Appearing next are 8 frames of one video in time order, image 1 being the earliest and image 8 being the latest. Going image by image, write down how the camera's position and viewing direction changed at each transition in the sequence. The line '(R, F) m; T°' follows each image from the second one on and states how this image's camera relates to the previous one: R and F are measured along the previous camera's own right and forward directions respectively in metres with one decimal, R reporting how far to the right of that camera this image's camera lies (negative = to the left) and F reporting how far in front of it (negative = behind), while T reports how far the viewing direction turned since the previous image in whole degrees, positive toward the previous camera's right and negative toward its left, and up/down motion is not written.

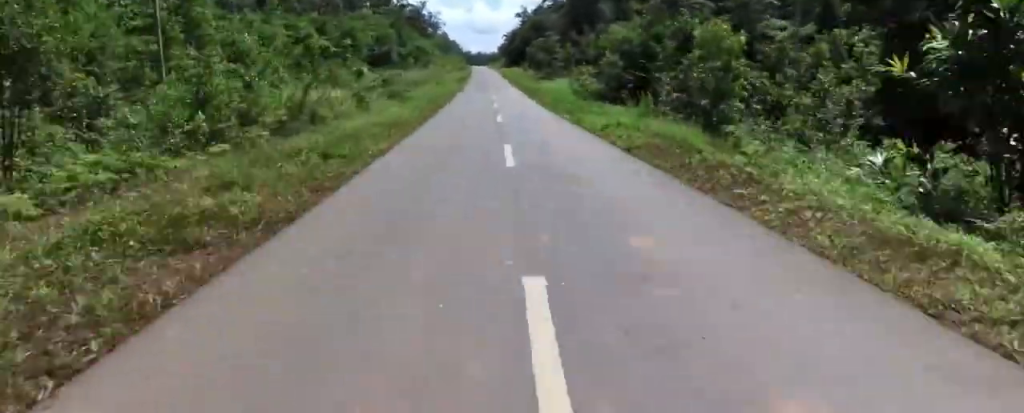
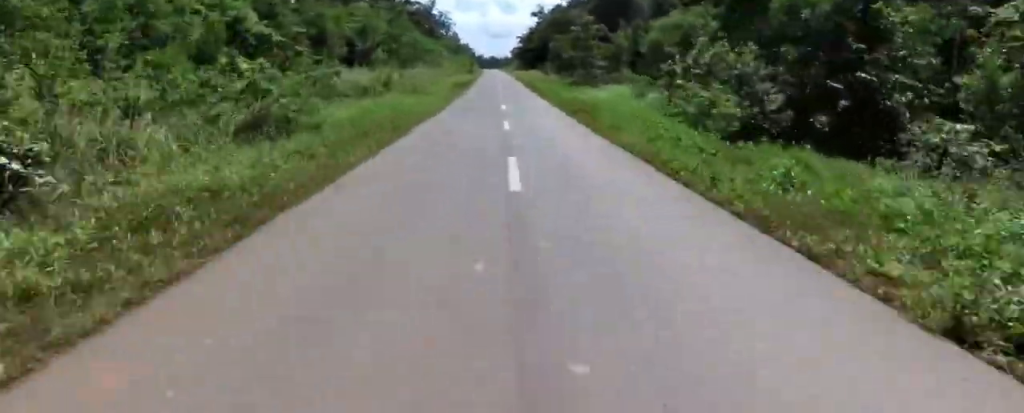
(0.0, +20.3) m; -1°
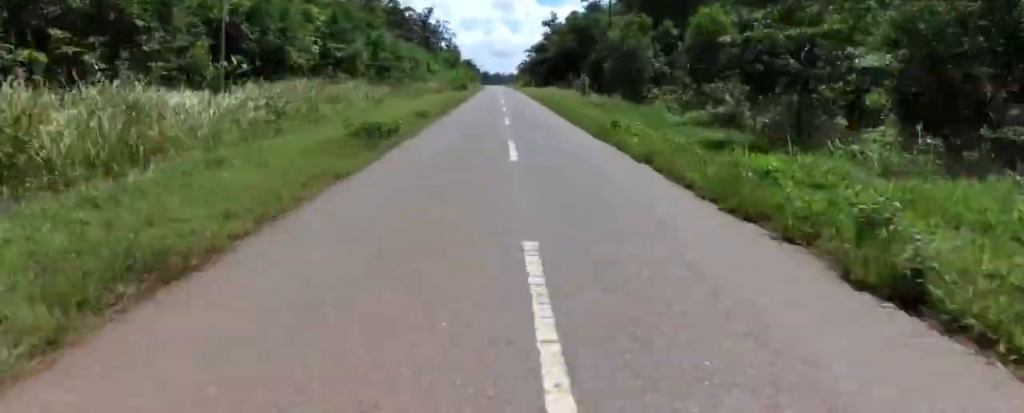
(-0.8, +31.3) m; -2°
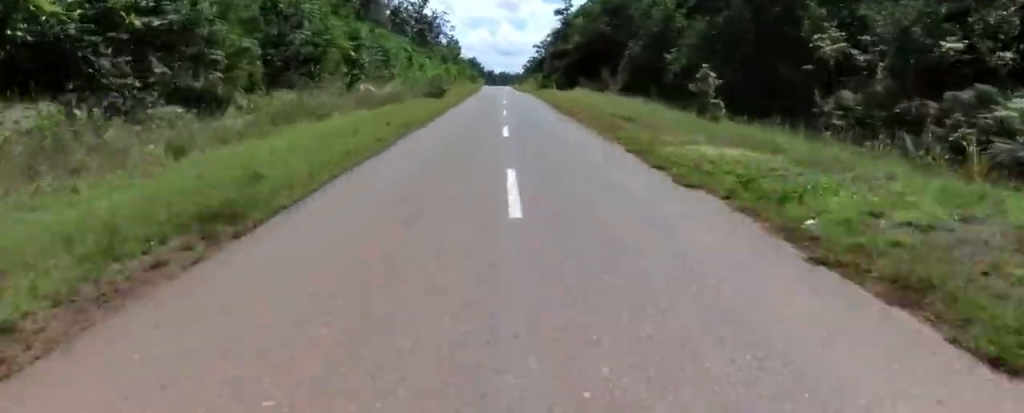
(-0.1, +28.9) m; 0°
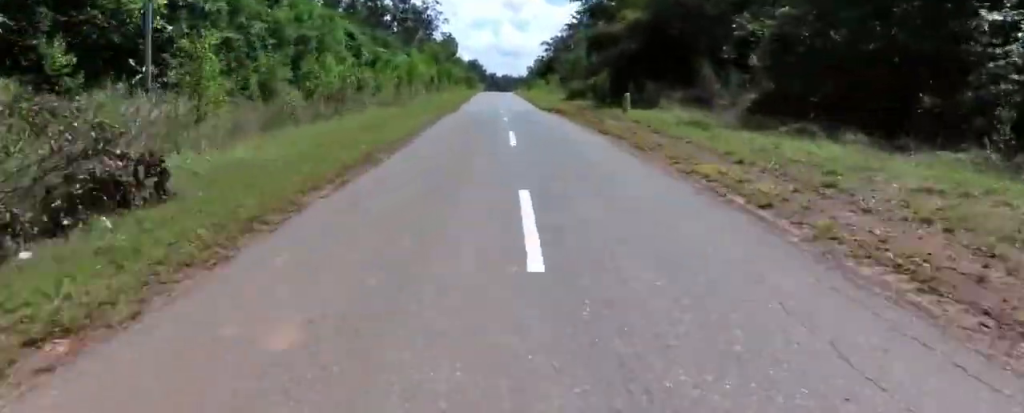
(-0.6, +34.1) m; -3°
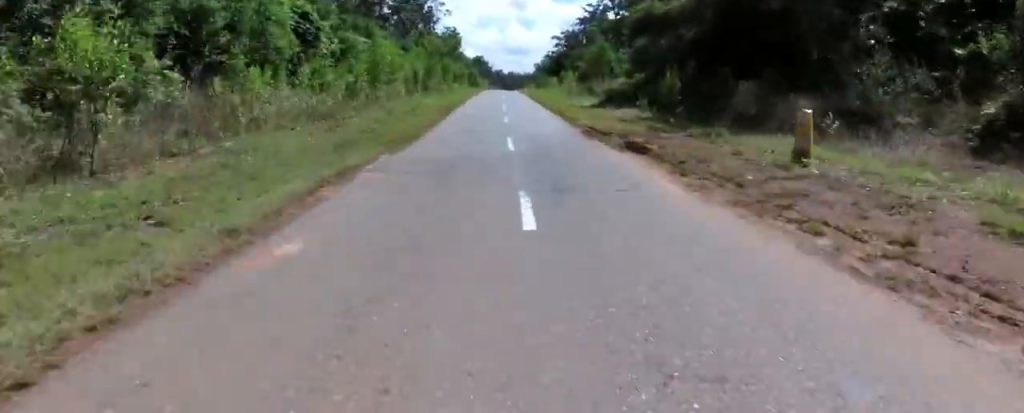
(-0.3, +15.0) m; -2°
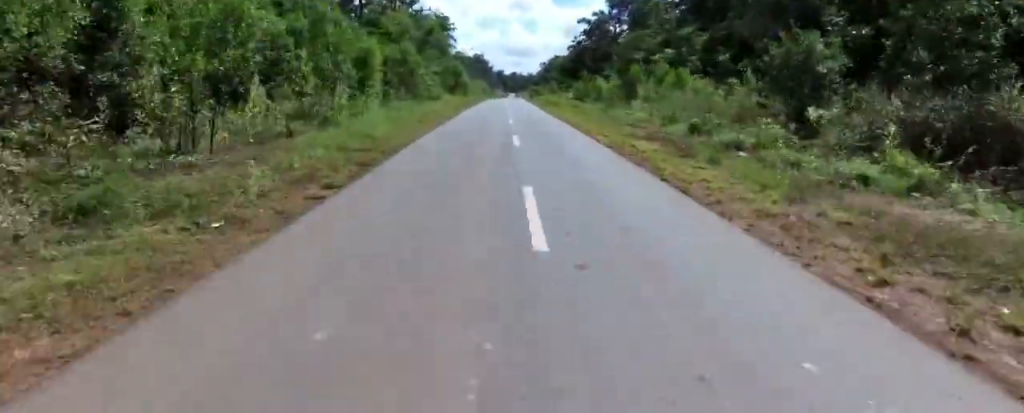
(-0.9, +54.7) m; 0°
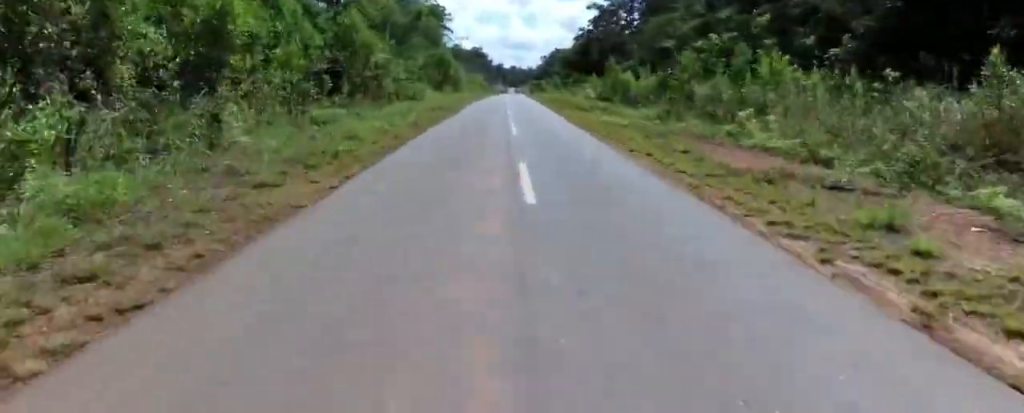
(0.0, +13.3) m; +3°
